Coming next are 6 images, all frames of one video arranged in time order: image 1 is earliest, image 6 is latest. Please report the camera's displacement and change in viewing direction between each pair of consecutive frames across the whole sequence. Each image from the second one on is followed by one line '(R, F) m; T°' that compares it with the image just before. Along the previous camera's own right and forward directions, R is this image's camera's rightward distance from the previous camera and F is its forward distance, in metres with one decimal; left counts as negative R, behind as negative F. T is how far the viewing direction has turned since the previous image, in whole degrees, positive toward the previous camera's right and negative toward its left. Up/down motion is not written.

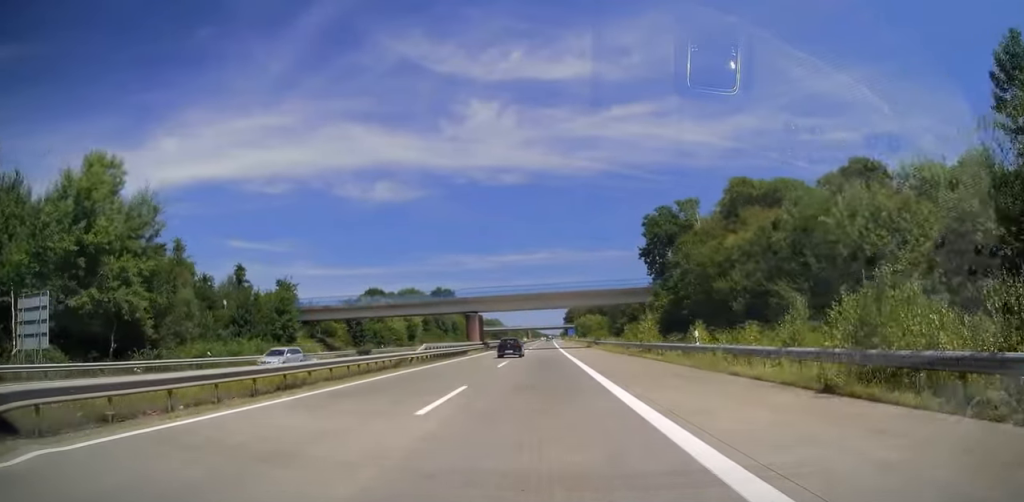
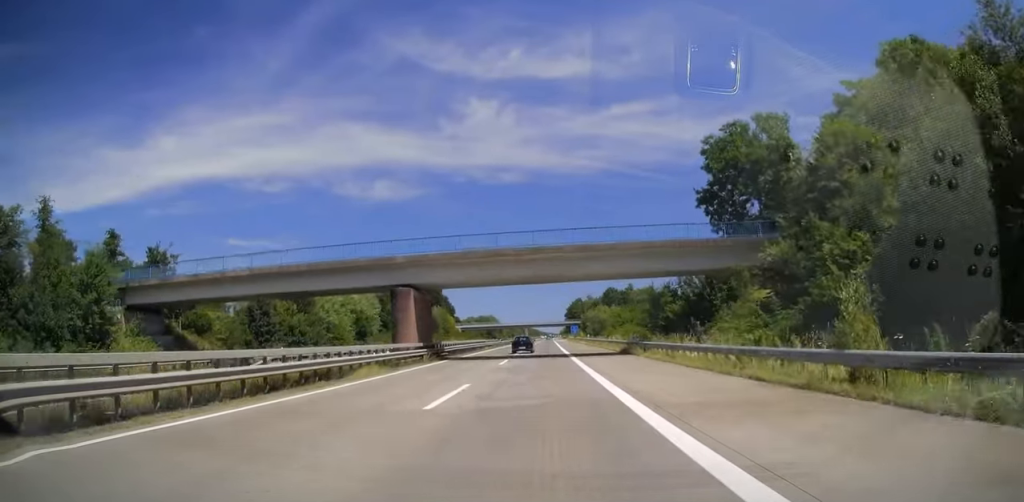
(+0.3, +34.9) m; +1°
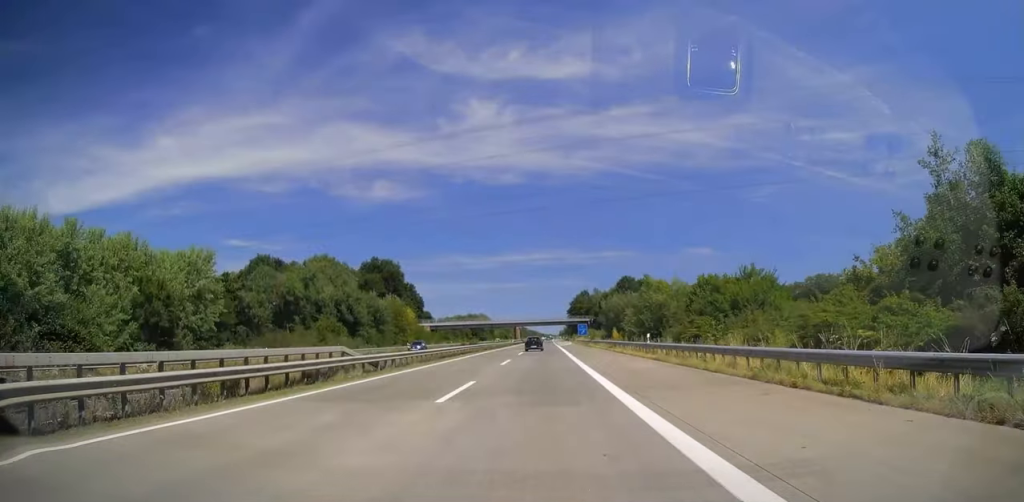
(-0.2, +52.9) m; -1°
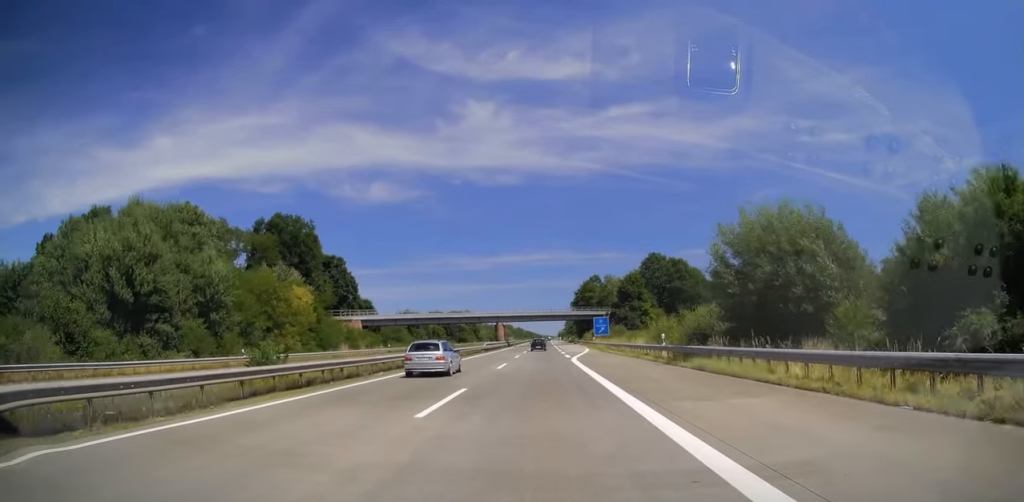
(+0.7, +56.6) m; +1°
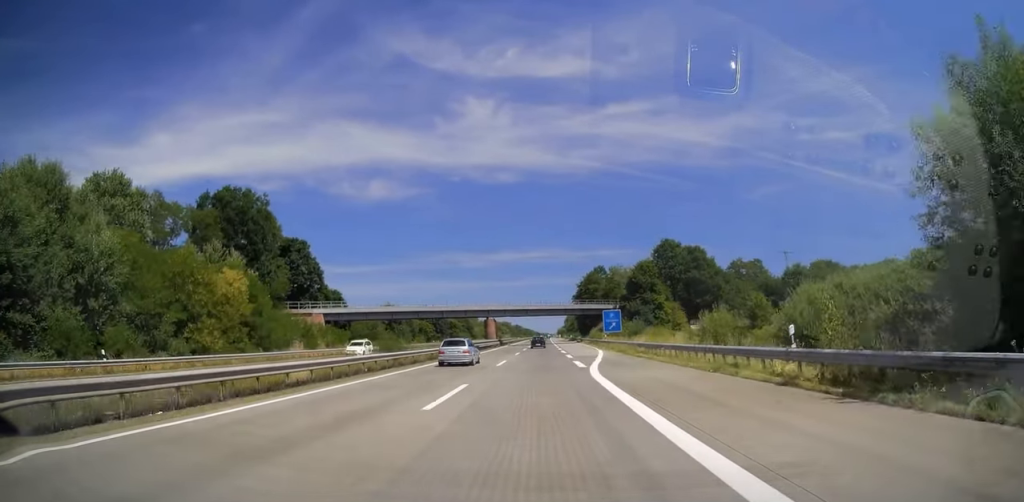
(-0.2, +17.1) m; 0°
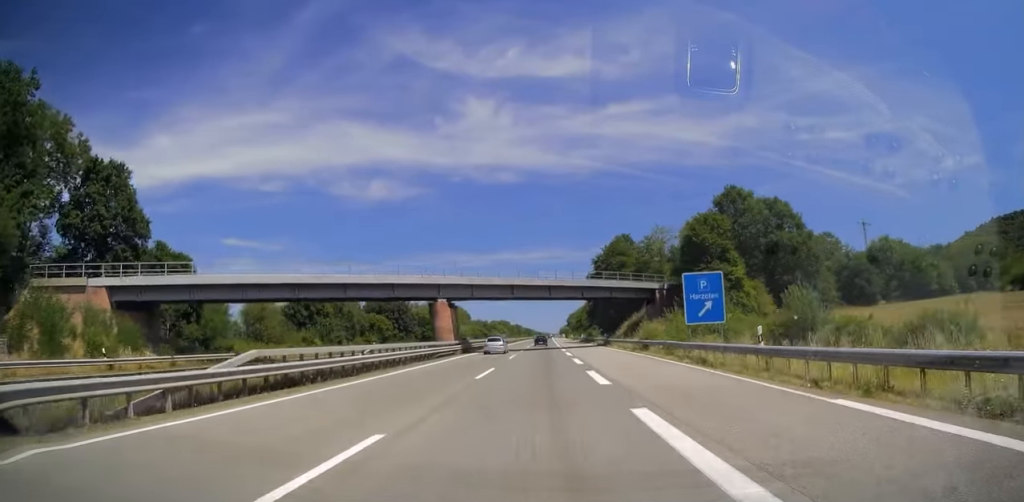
(+0.3, +45.5) m; 0°
